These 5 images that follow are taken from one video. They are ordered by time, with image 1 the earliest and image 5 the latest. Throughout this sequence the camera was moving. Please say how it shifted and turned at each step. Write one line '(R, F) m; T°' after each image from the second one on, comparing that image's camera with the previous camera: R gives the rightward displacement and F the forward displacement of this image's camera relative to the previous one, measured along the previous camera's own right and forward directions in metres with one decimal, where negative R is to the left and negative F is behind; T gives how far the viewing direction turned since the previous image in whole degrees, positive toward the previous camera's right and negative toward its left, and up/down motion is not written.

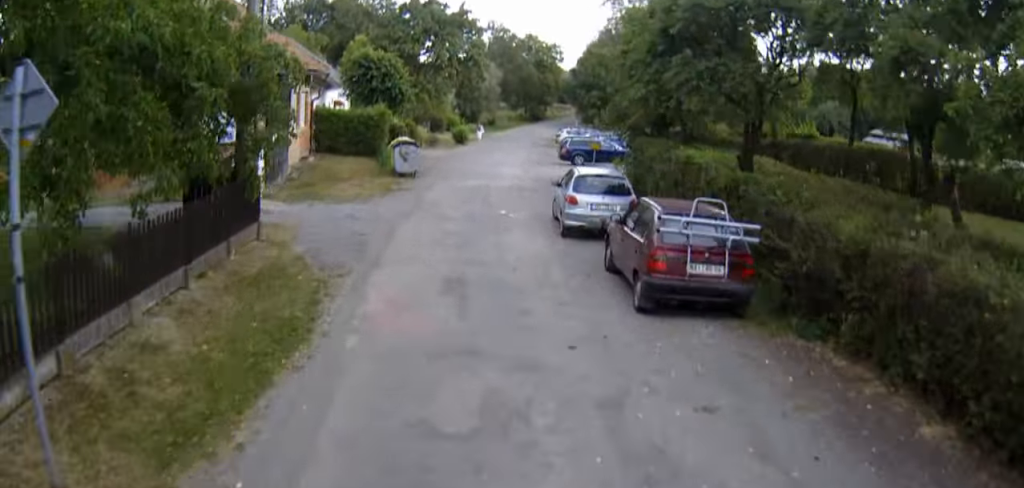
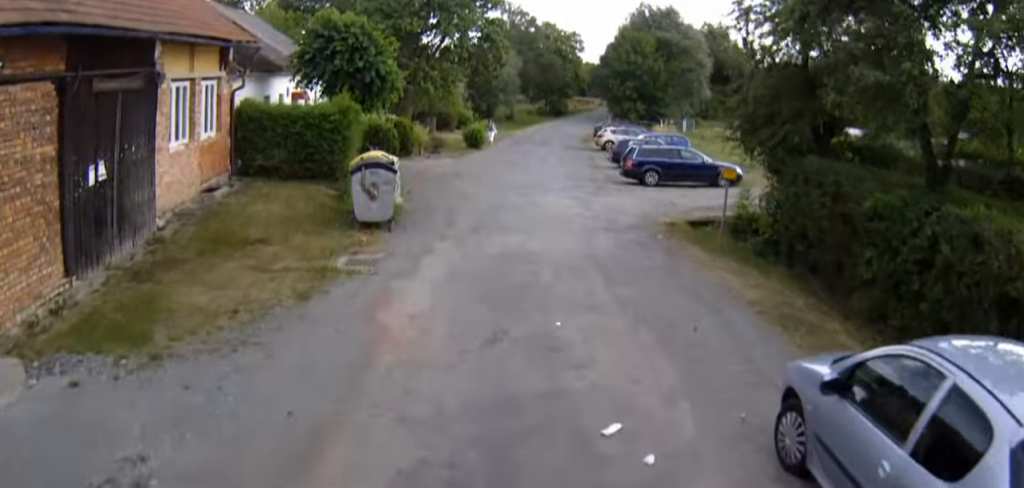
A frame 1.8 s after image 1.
(+0.6, +13.7) m; +4°
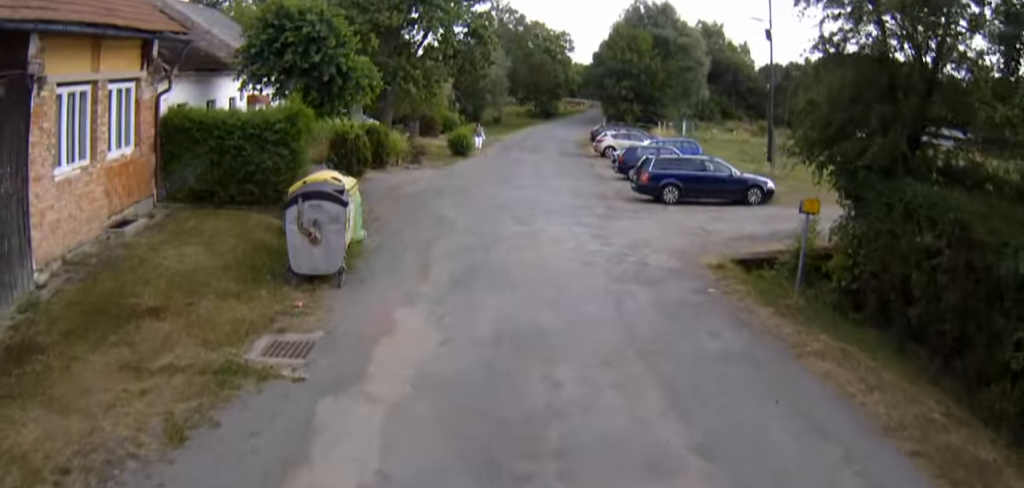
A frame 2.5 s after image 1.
(-0.2, +4.4) m; 0°
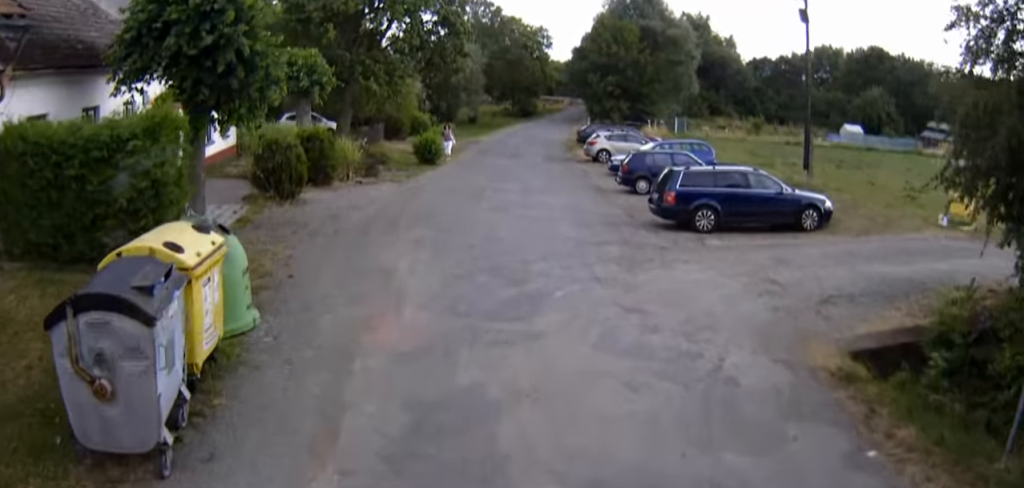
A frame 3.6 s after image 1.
(+0.3, +5.6) m; +2°
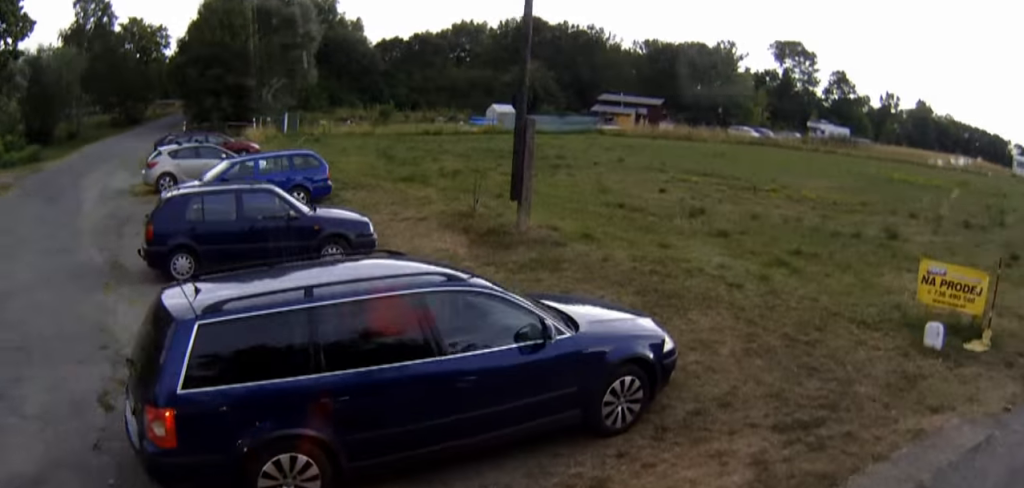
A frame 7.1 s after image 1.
(+2.9, +10.0) m; +26°
